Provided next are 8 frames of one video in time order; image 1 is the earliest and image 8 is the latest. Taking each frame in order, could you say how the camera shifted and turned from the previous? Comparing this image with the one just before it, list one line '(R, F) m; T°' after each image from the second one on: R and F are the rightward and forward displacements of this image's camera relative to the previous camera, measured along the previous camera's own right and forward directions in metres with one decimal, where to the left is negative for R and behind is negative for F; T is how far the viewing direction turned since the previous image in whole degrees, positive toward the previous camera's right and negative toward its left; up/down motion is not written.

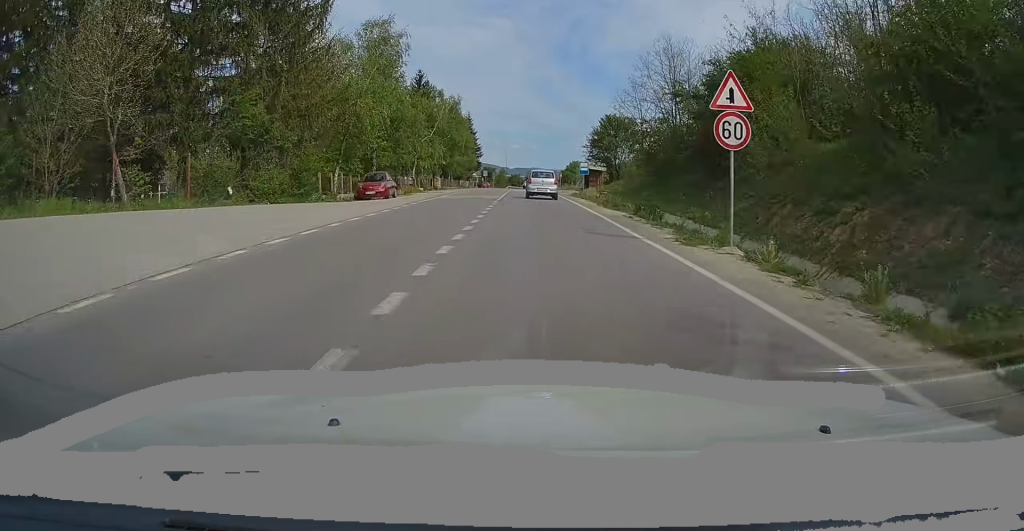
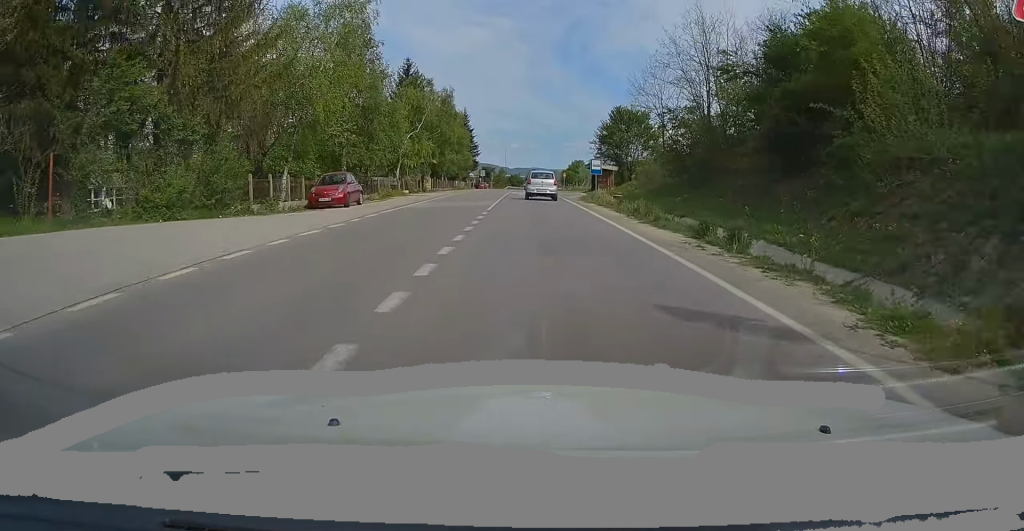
(+0.1, +8.0) m; 0°
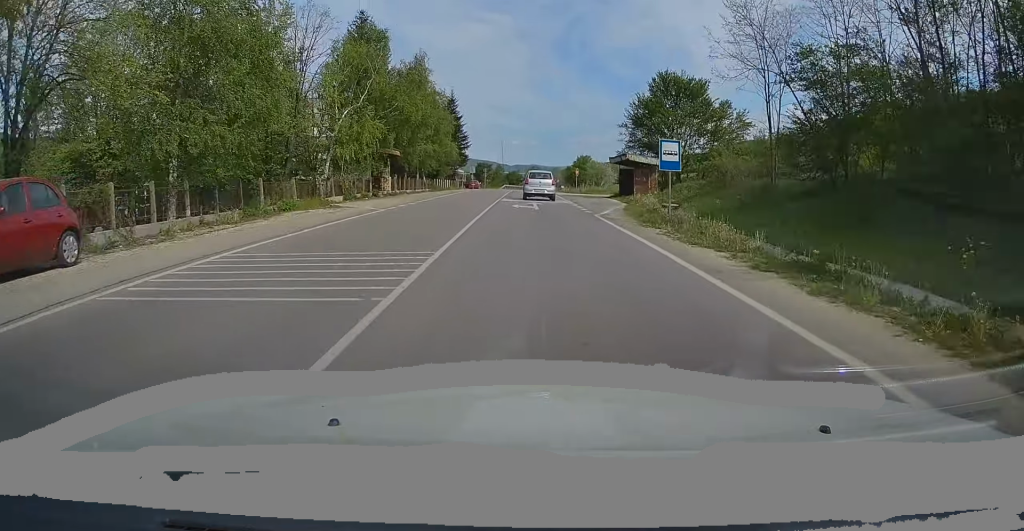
(-0.1, +19.8) m; -1°
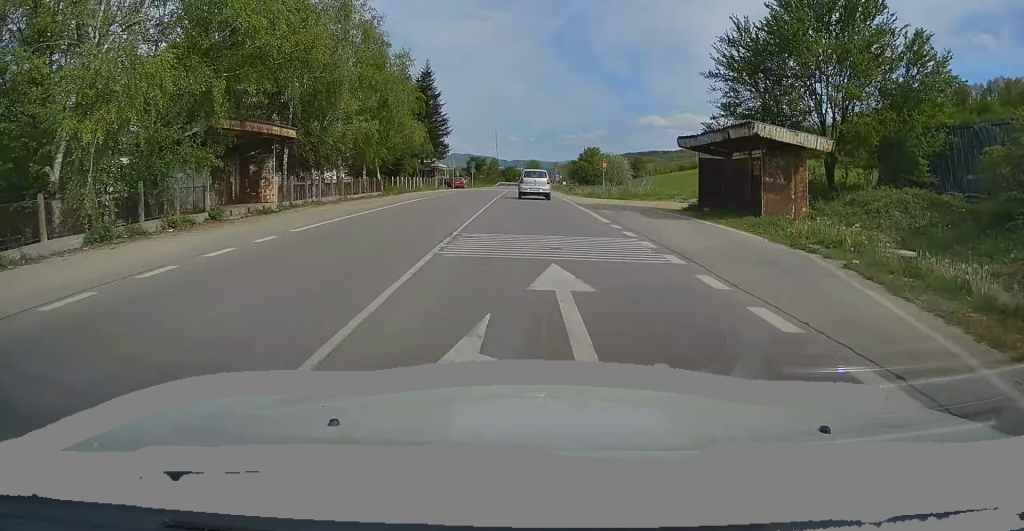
(0.0, +21.8) m; +1°
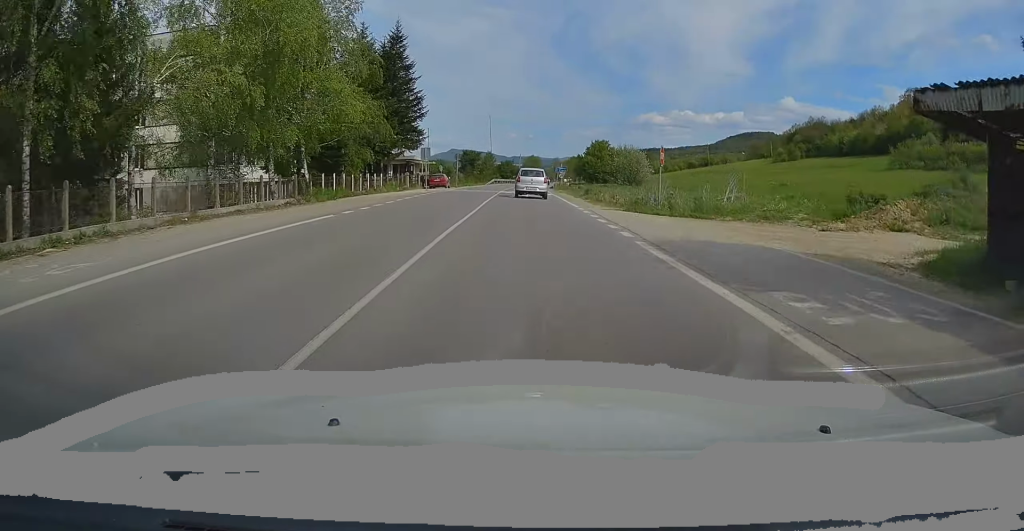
(+0.3, +16.8) m; 0°
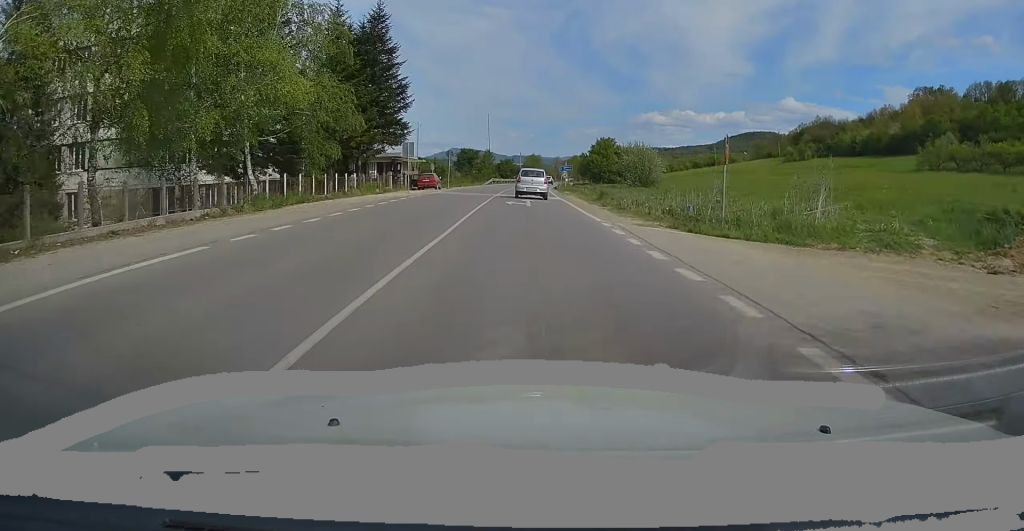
(-0.1, +7.3) m; -1°
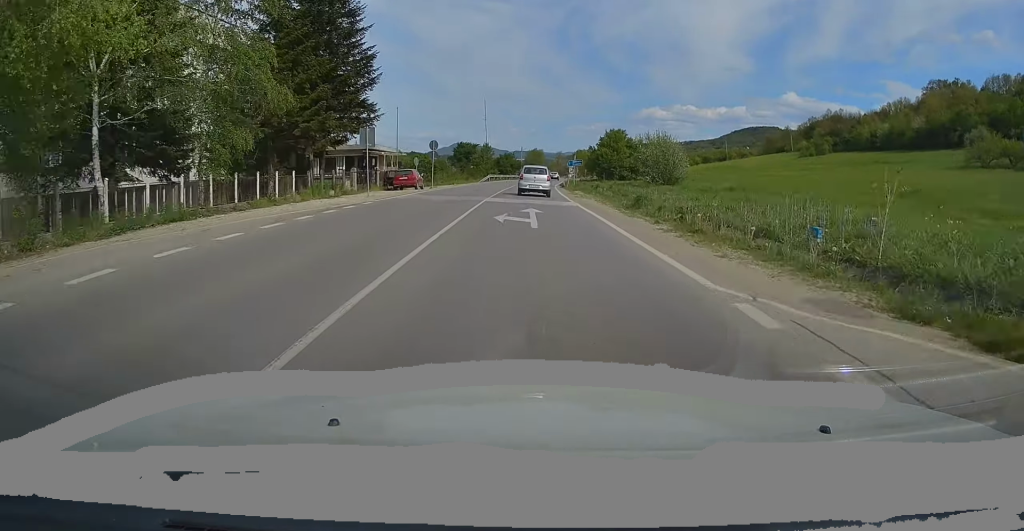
(-0.1, +10.6) m; 0°
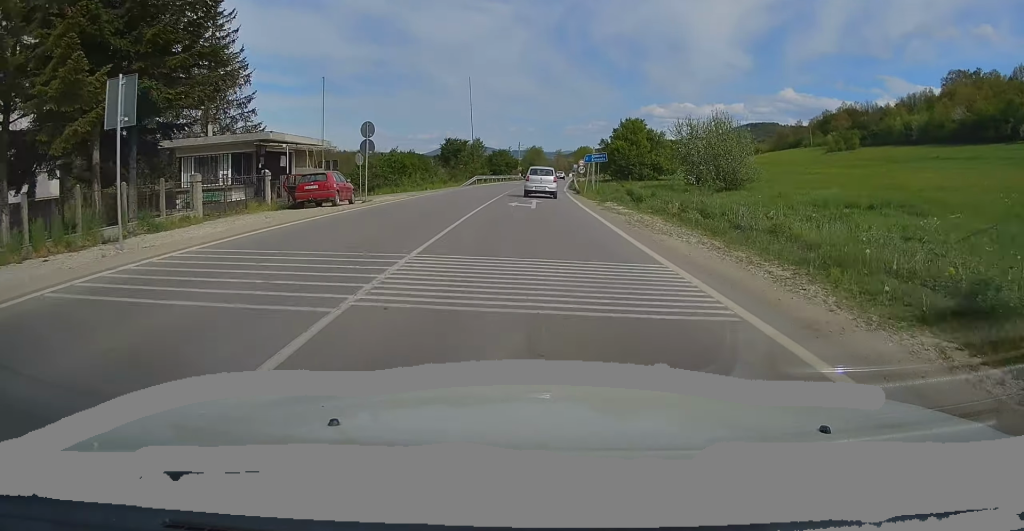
(+0.1, +18.6) m; +1°
